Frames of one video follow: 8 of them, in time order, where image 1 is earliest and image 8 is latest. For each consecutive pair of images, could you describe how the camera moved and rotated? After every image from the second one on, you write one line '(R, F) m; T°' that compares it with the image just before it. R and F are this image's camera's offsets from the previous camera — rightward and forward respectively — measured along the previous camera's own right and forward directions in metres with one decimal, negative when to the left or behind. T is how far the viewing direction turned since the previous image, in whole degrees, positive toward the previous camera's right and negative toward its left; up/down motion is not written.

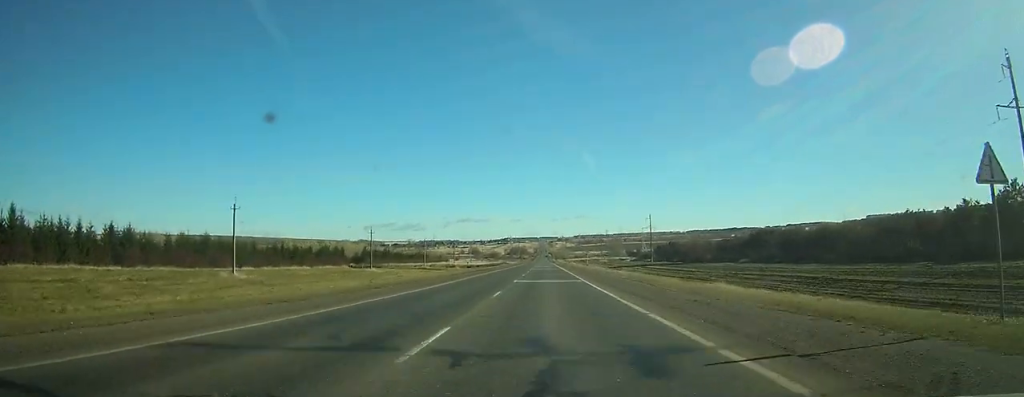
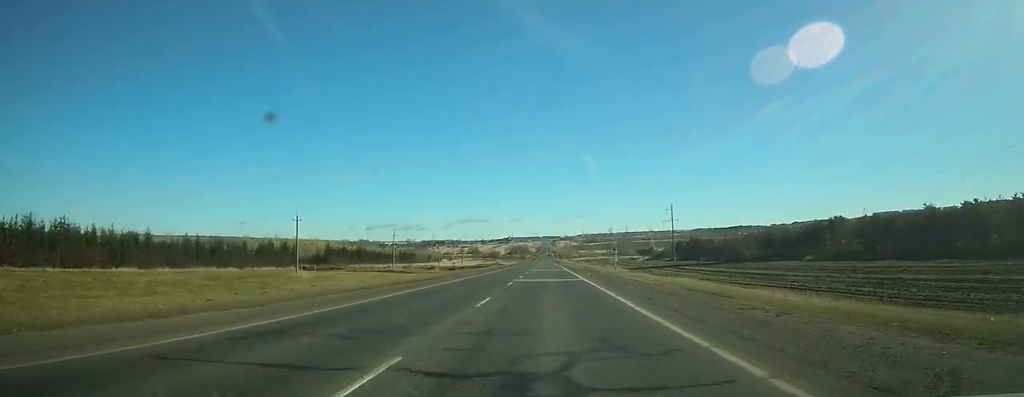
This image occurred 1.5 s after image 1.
(+0.1, +41.0) m; 0°
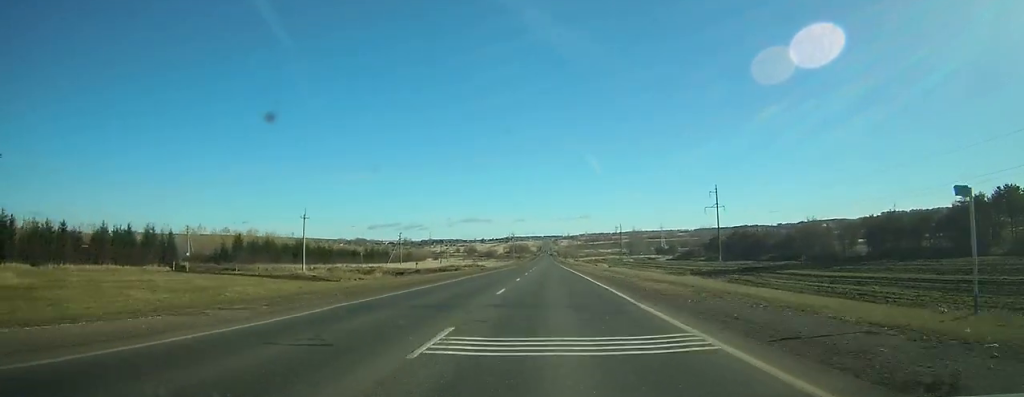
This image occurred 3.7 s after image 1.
(+0.2, +59.1) m; 0°
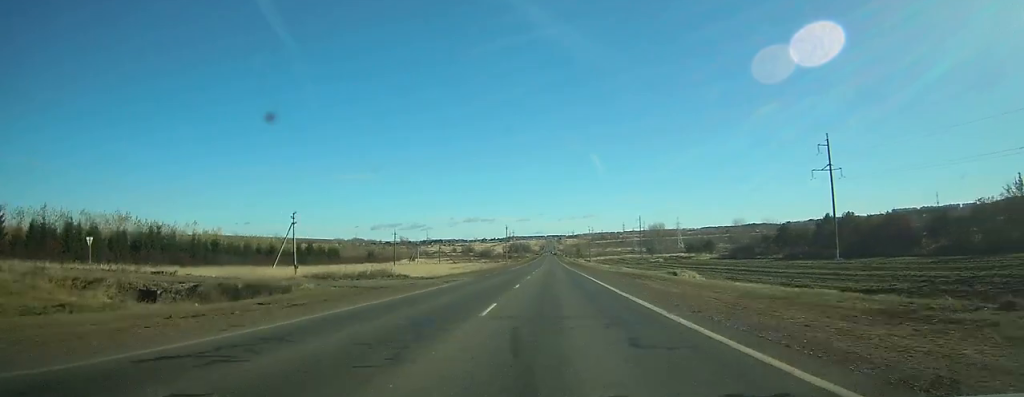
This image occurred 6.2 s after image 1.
(-0.2, +69.2) m; 0°
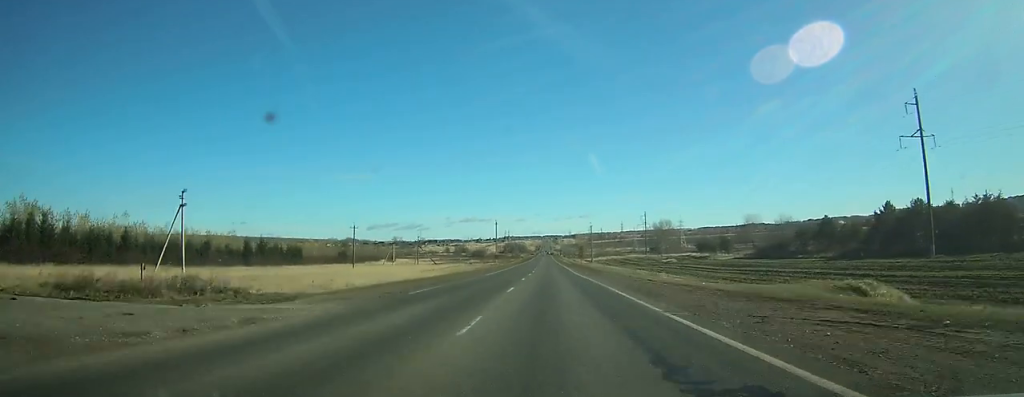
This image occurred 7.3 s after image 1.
(0.0, +28.3) m; 0°
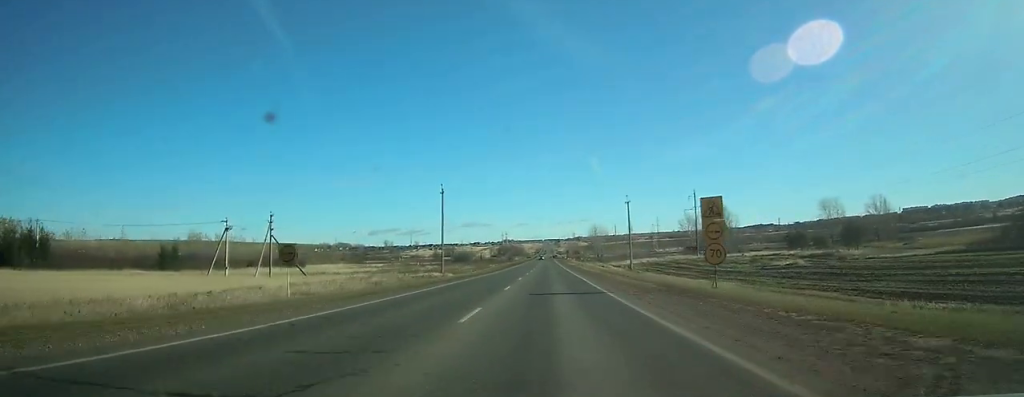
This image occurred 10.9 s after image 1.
(0.0, +94.5) m; 0°
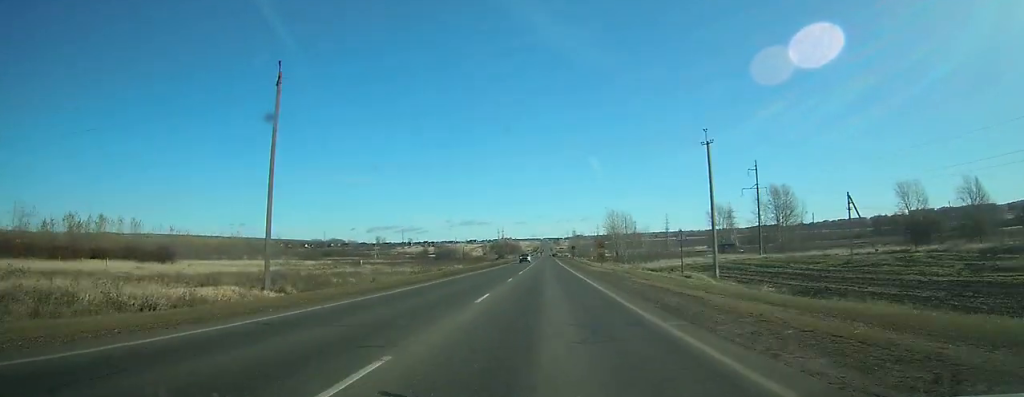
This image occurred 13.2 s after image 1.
(0.0, +56.2) m; 0°
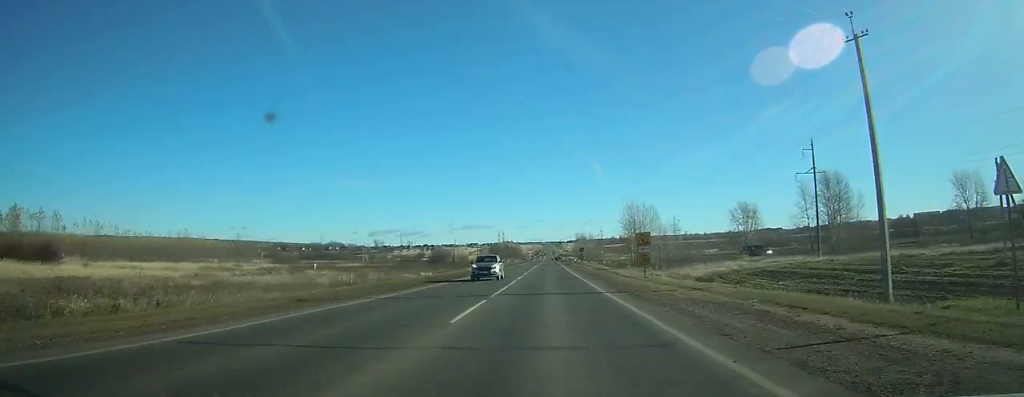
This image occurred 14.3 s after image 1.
(0.0, +27.6) m; 0°
